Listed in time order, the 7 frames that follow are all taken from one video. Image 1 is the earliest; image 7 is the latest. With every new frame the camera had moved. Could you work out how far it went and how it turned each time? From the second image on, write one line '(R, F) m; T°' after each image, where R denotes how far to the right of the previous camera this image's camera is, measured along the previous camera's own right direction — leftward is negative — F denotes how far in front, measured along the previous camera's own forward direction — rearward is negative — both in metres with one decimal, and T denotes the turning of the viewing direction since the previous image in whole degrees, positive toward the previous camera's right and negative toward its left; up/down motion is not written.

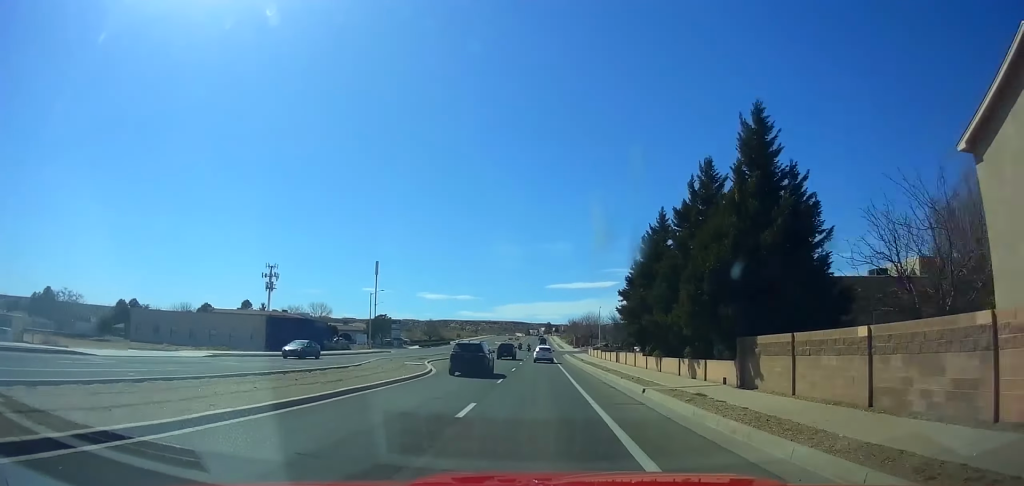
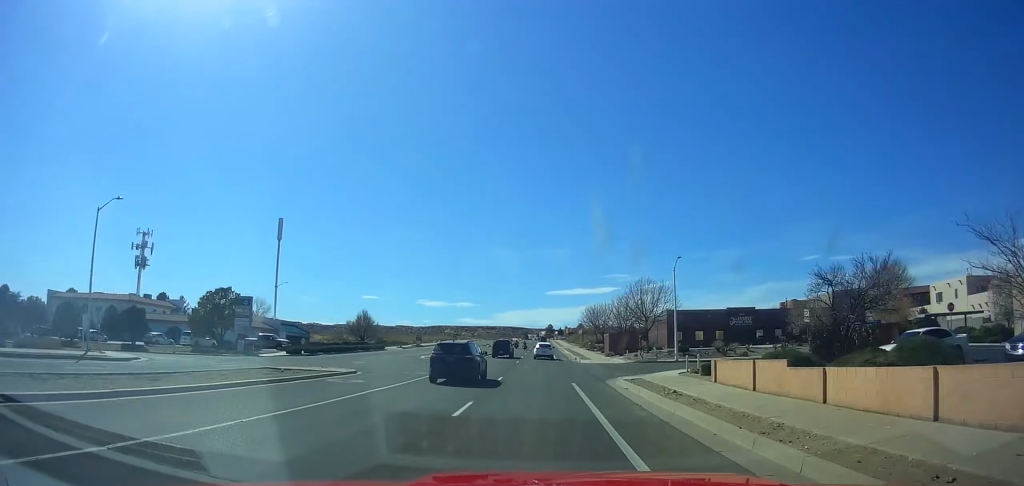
(0.0, +60.1) m; 0°
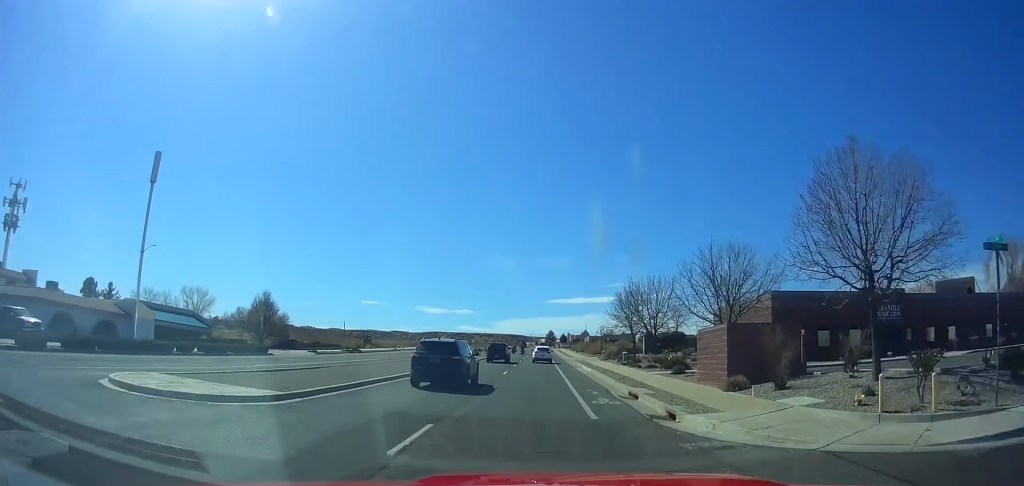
(0.0, +37.0) m; 0°
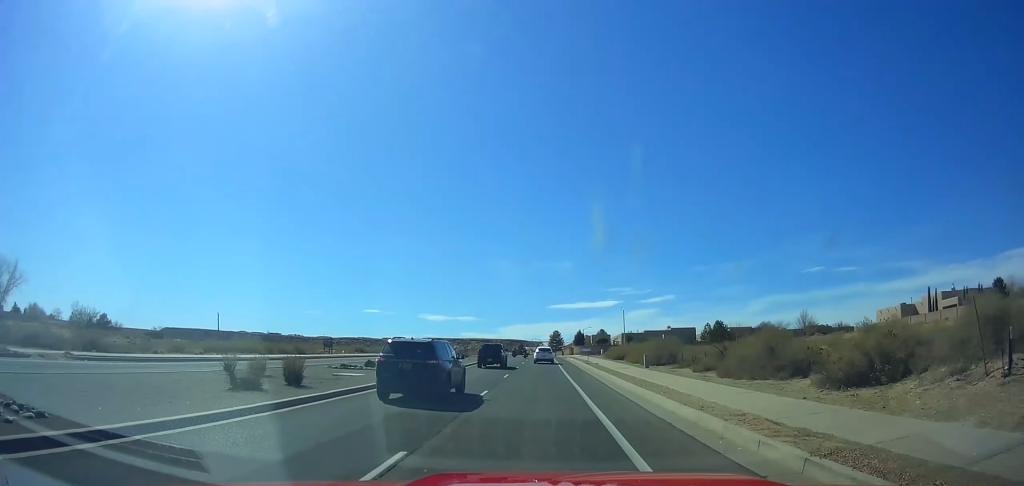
(0.0, +75.3) m; 0°
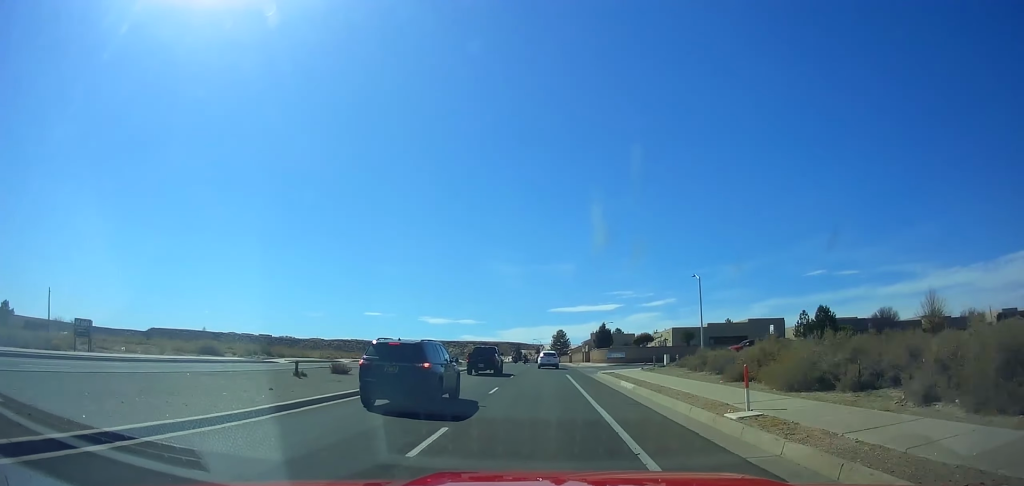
(0.0, +45.4) m; 0°
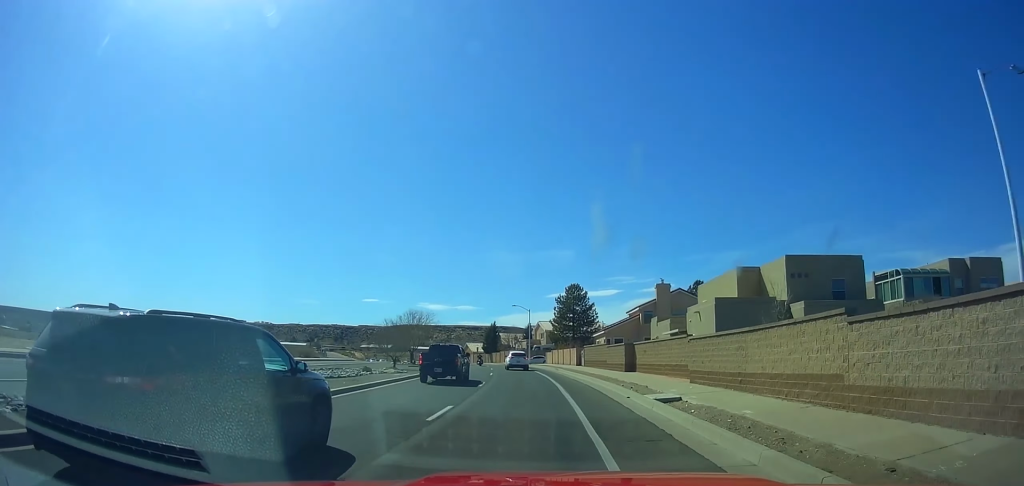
(-0.1, +100.6) m; -1°
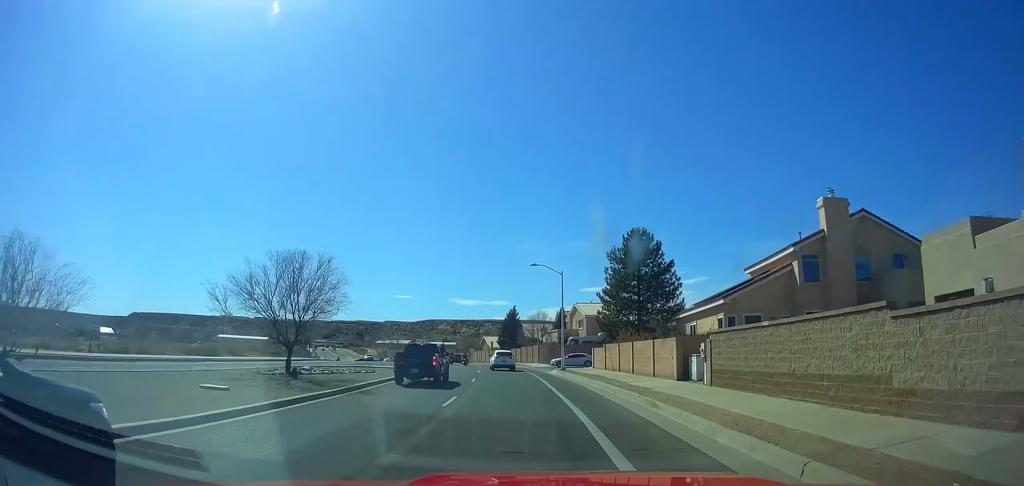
(+0.1, +34.3) m; -2°
